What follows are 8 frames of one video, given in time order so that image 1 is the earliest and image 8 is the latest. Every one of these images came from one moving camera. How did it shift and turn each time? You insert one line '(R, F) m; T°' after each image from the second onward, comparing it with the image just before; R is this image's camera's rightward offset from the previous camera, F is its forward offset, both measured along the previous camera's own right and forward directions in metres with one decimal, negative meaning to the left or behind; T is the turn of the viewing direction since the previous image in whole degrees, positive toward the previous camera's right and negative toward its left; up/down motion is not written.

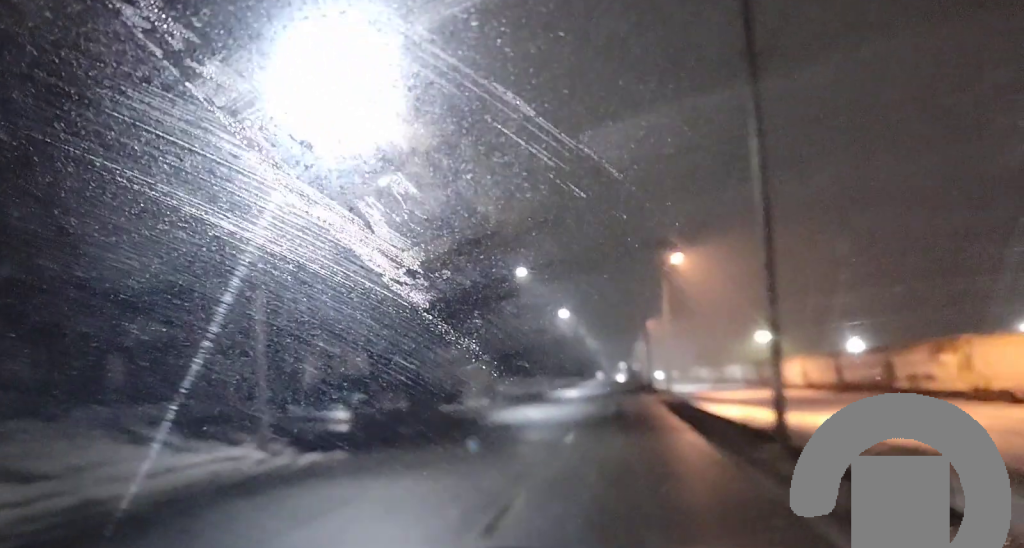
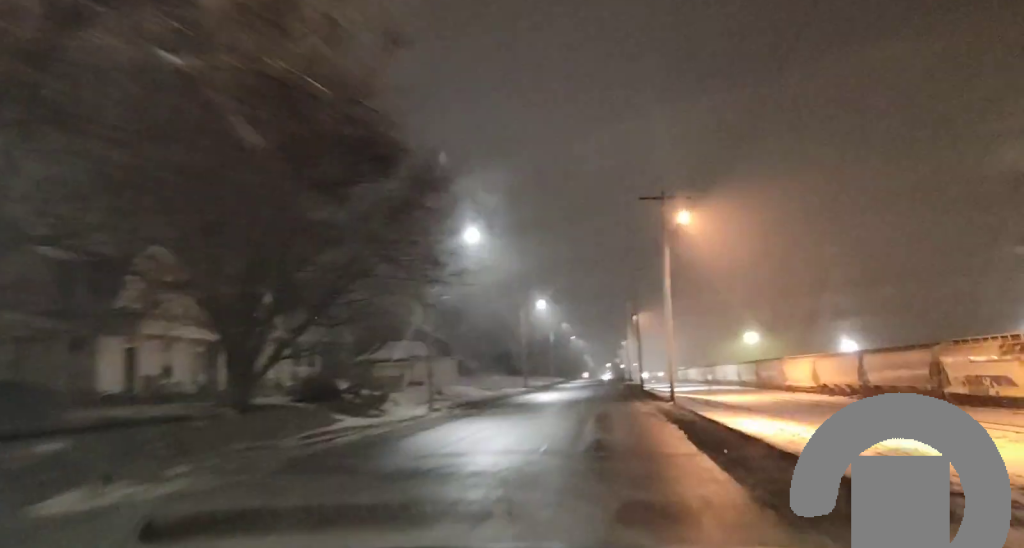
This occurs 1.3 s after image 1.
(+0.2, +16.5) m; +1°
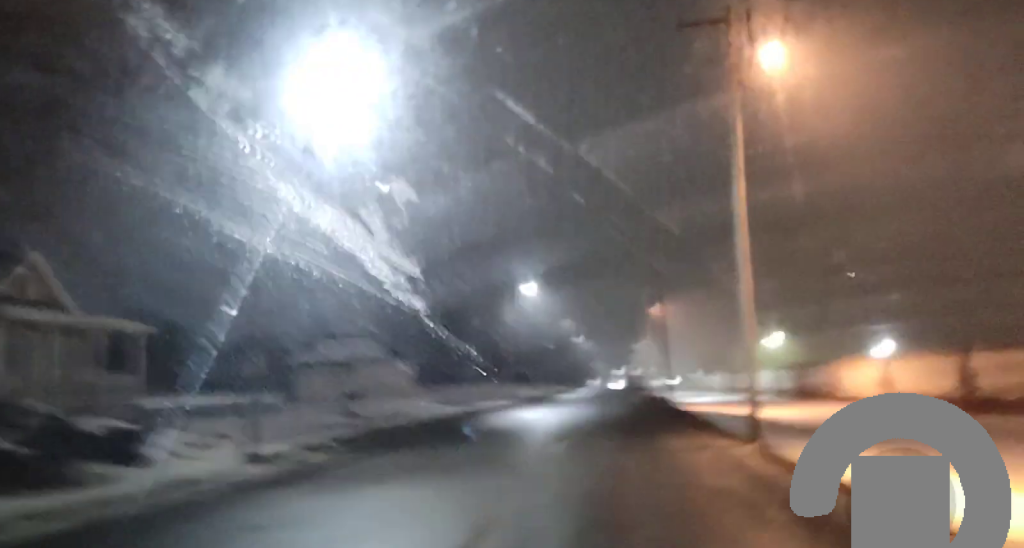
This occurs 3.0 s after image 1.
(+0.2, +20.5) m; 0°
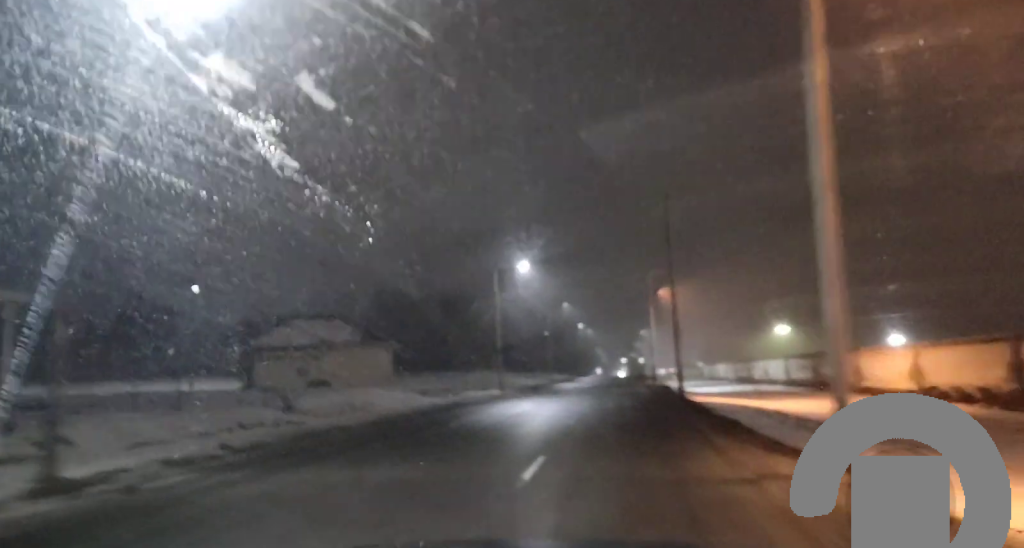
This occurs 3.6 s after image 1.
(0.0, +7.2) m; 0°
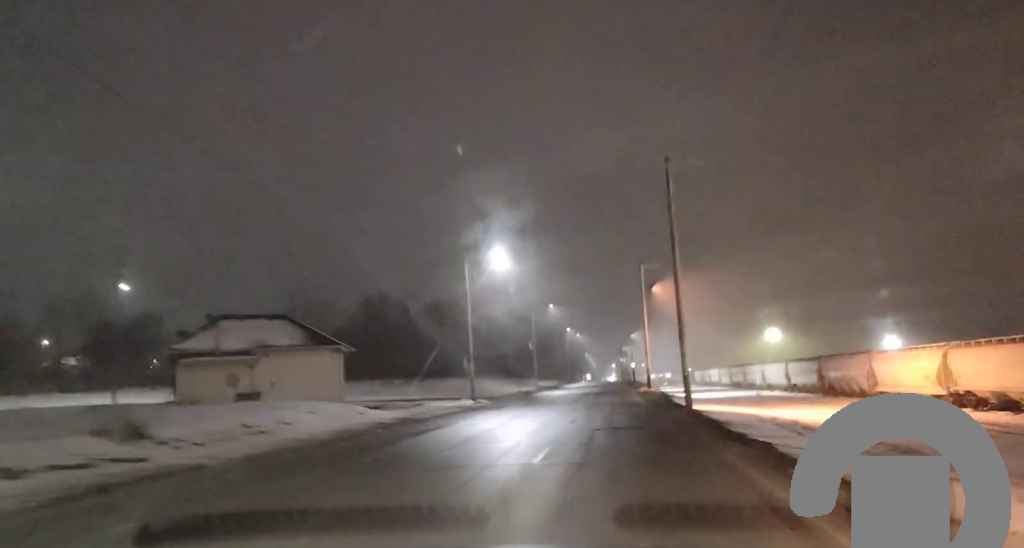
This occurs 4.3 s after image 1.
(0.0, +9.4) m; 0°
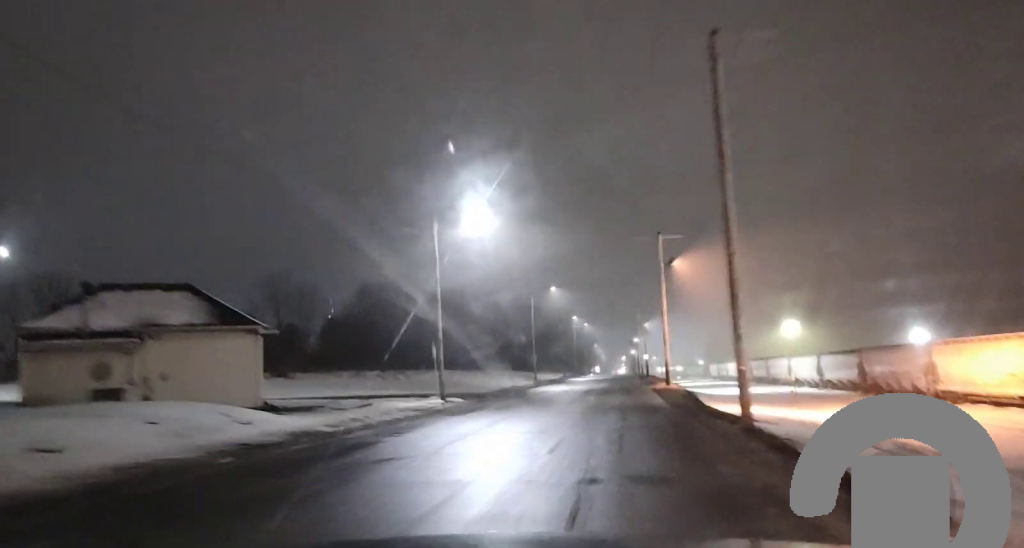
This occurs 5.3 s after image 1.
(0.0, +12.3) m; -1°
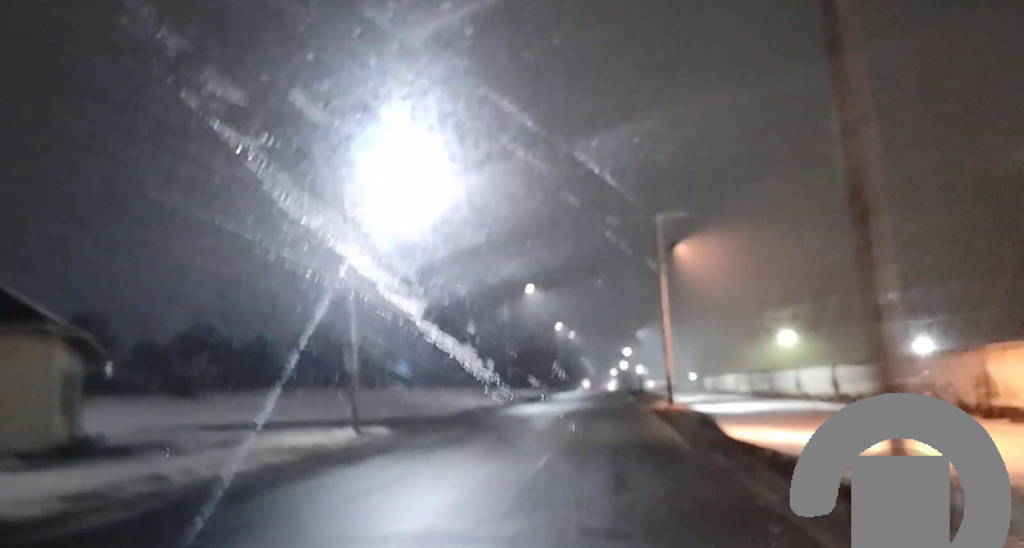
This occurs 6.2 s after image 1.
(-0.2, +11.5) m; -1°
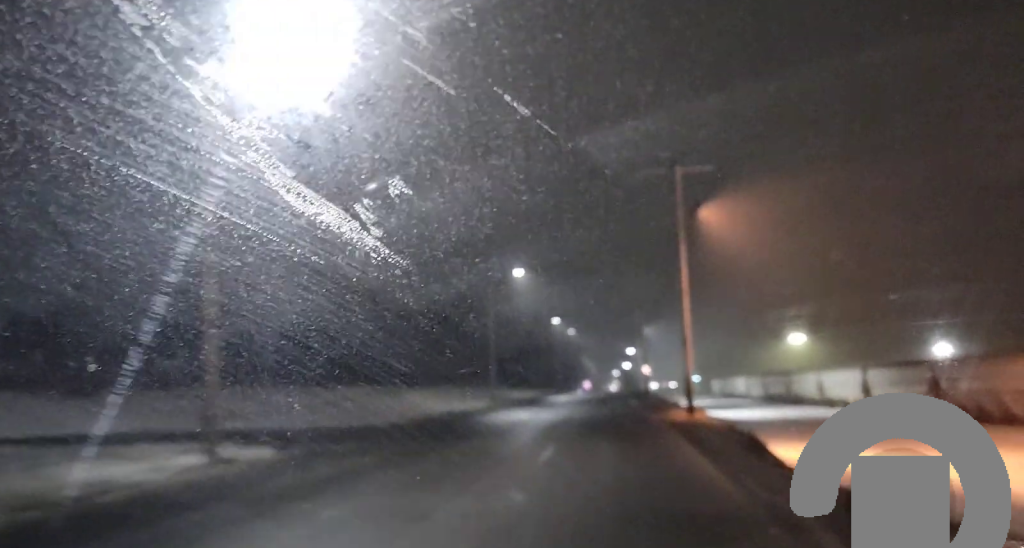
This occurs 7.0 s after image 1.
(0.0, +11.0) m; +1°
